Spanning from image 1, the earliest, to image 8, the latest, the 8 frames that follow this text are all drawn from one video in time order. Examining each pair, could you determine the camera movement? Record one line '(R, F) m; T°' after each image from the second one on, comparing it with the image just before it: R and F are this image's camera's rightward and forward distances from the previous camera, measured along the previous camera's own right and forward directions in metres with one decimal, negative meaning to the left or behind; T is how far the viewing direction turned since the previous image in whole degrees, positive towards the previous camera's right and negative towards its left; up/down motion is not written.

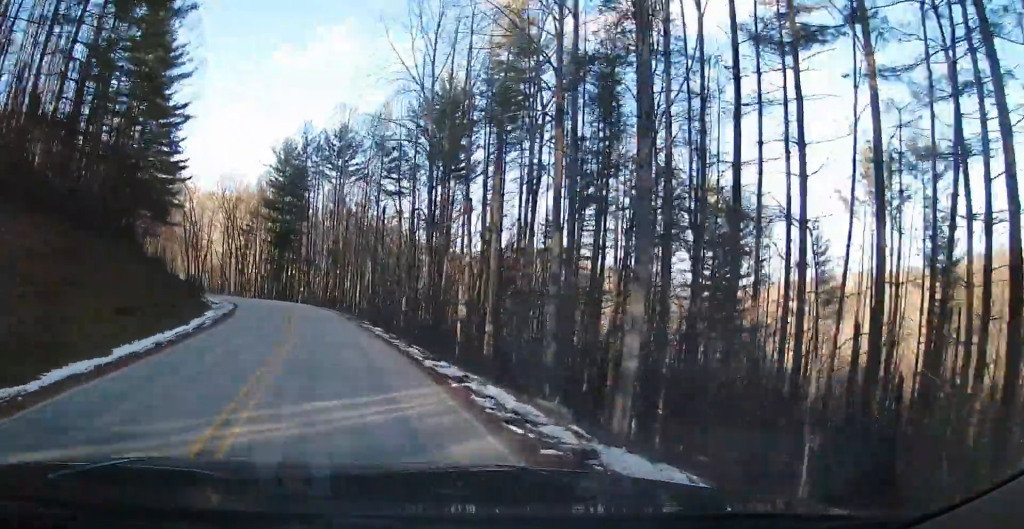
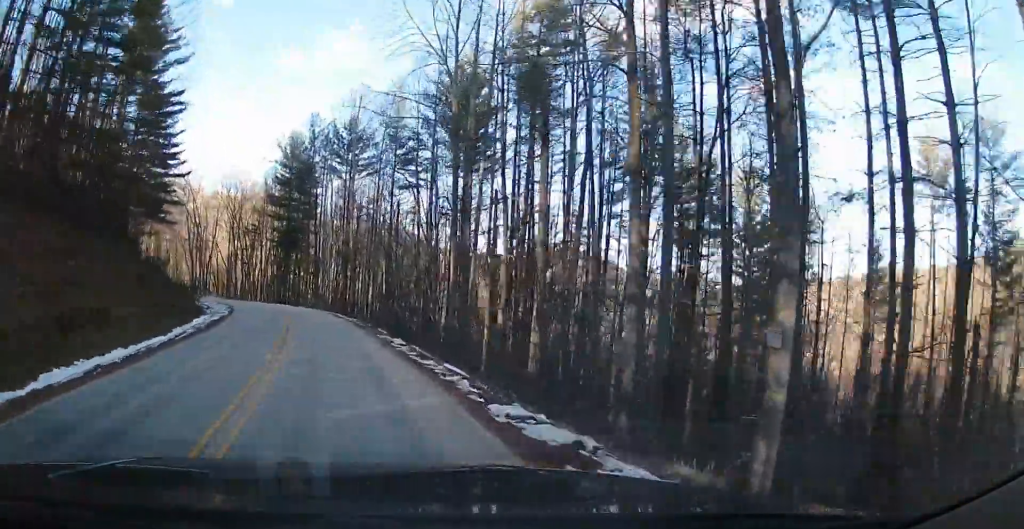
(-0.1, +5.4) m; -1°
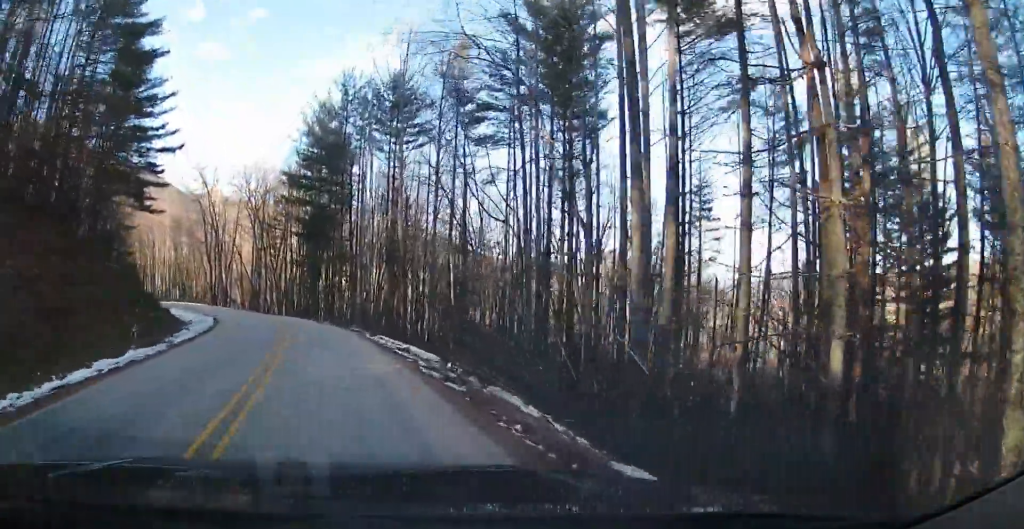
(0.0, +18.2) m; 0°
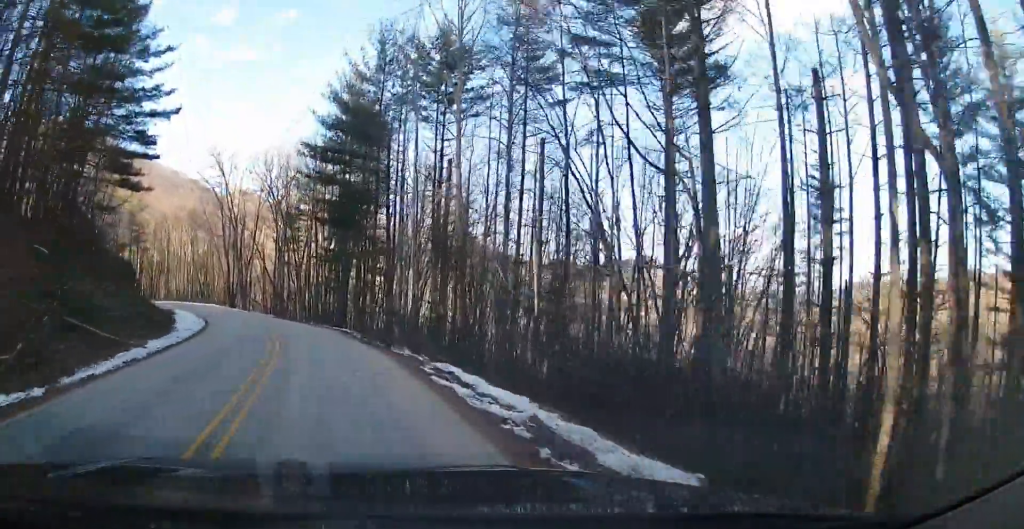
(0.0, +11.5) m; -1°
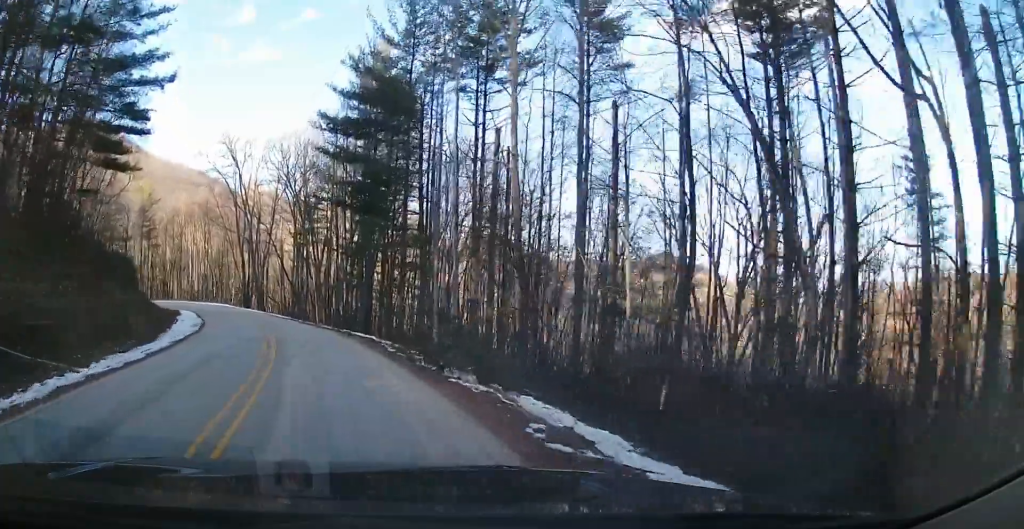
(0.0, +7.1) m; -2°
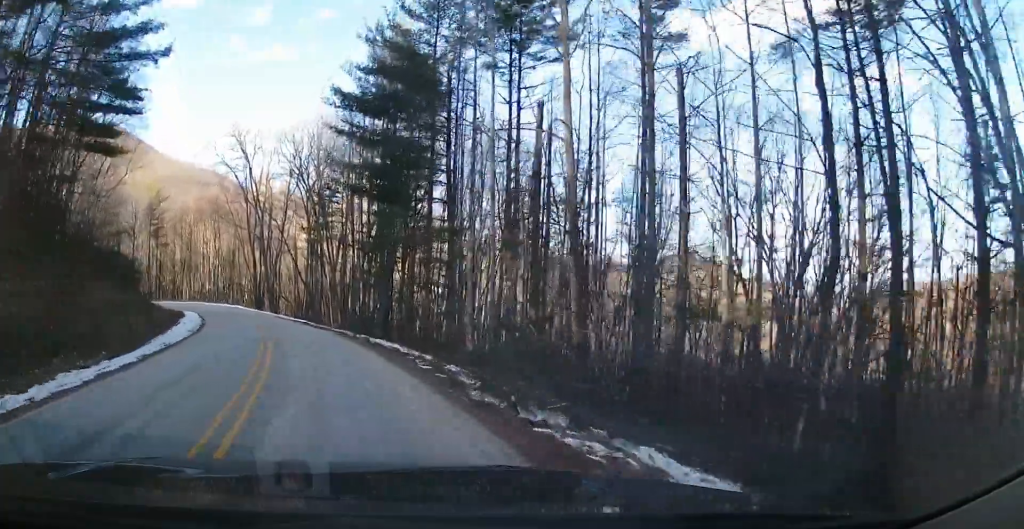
(-0.1, +4.7) m; -2°
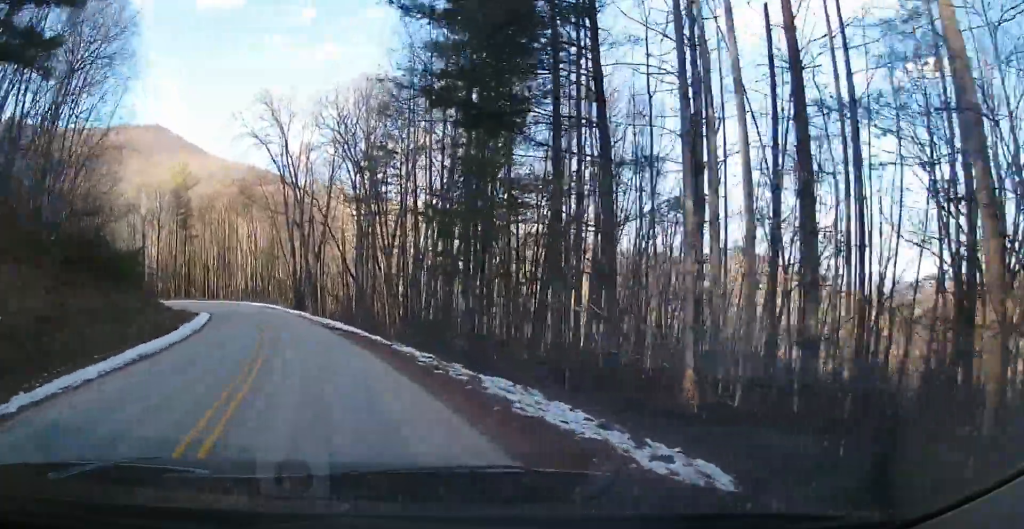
(-0.7, +14.2) m; -7°
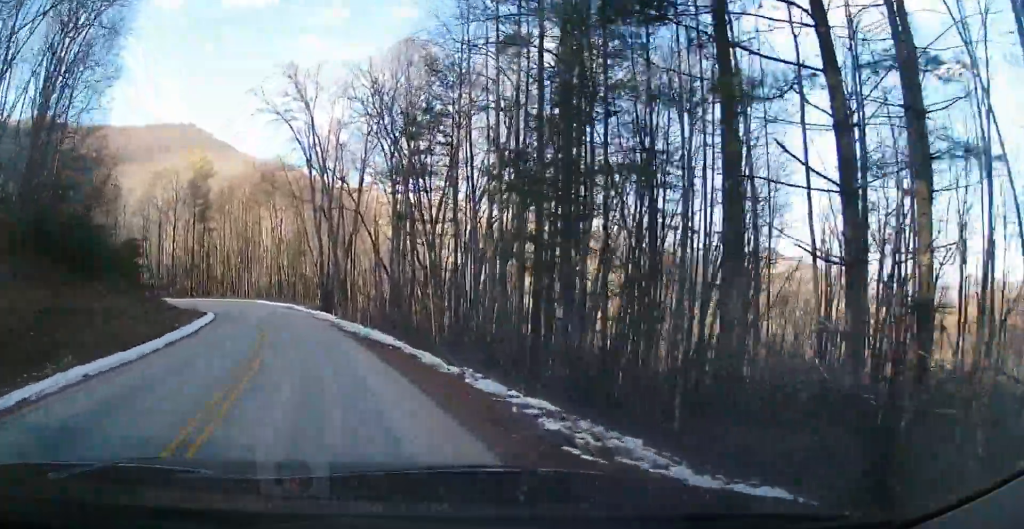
(-0.4, +8.1) m; -1°
